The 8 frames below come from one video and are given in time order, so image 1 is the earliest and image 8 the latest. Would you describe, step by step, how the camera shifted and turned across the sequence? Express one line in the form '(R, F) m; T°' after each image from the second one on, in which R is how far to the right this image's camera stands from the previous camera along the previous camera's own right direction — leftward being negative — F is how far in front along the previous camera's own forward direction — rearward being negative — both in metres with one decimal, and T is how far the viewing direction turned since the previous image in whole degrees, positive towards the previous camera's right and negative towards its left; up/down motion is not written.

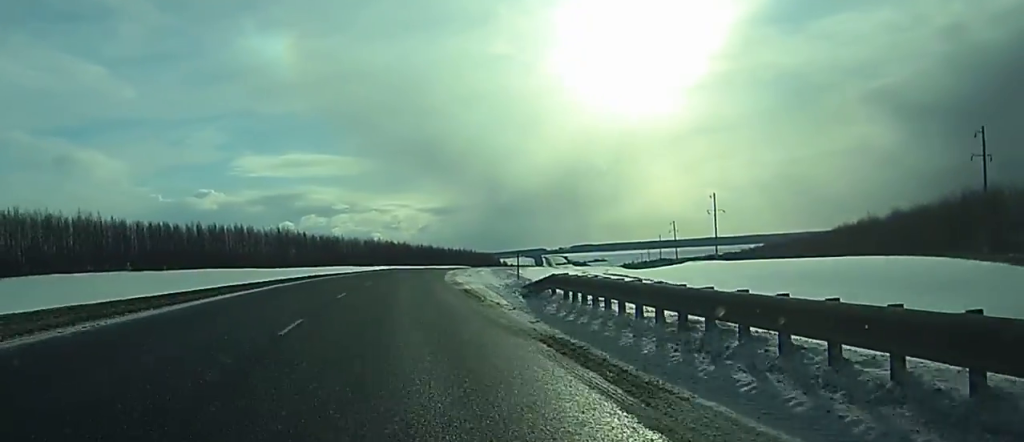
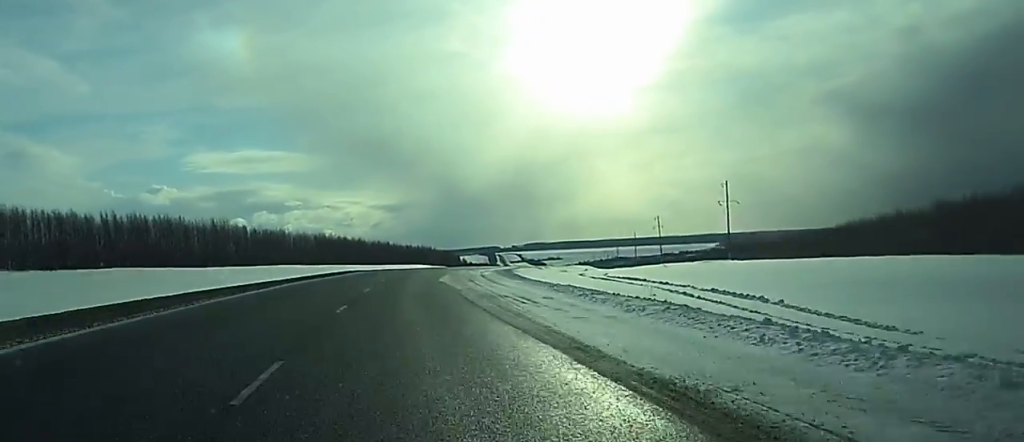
(+0.5, +30.4) m; +2°
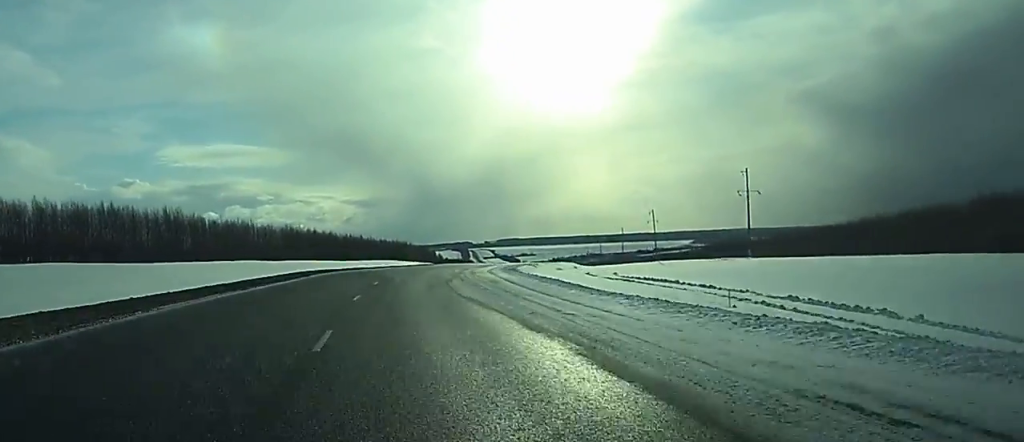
(+0.3, +20.2) m; +3°
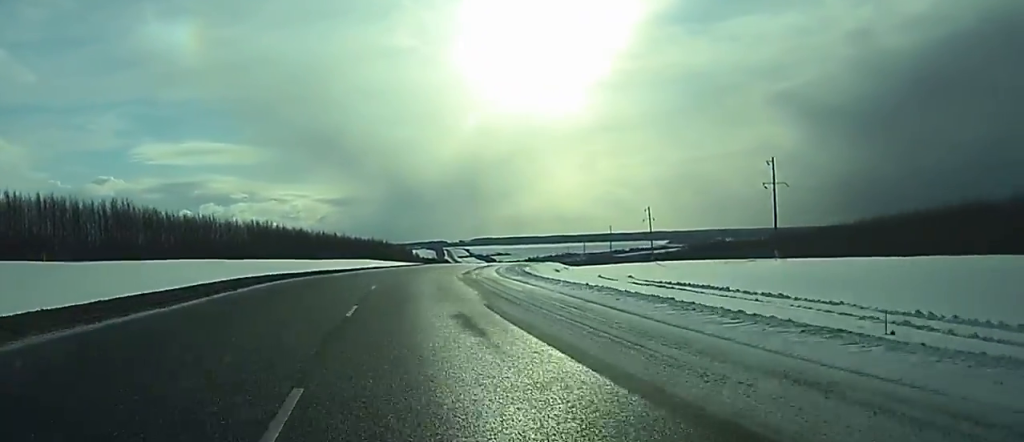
(-0.4, +18.3) m; +6°
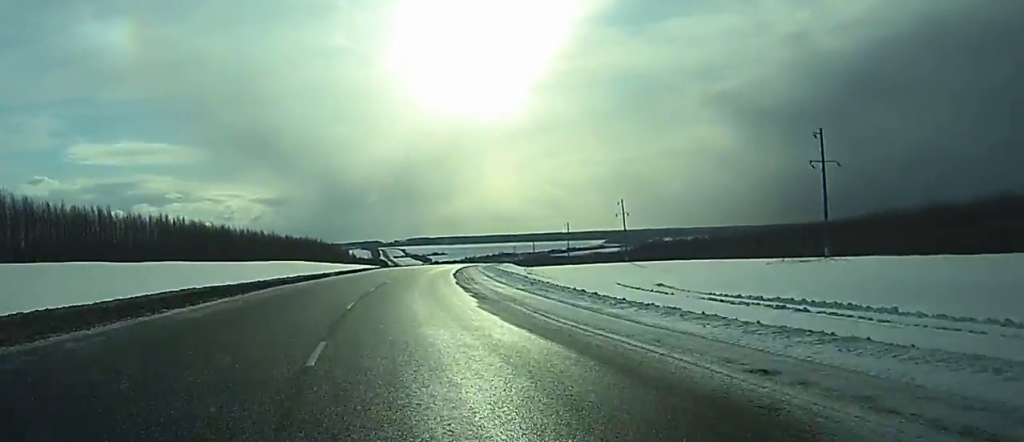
(+4.1, +30.6) m; +8°
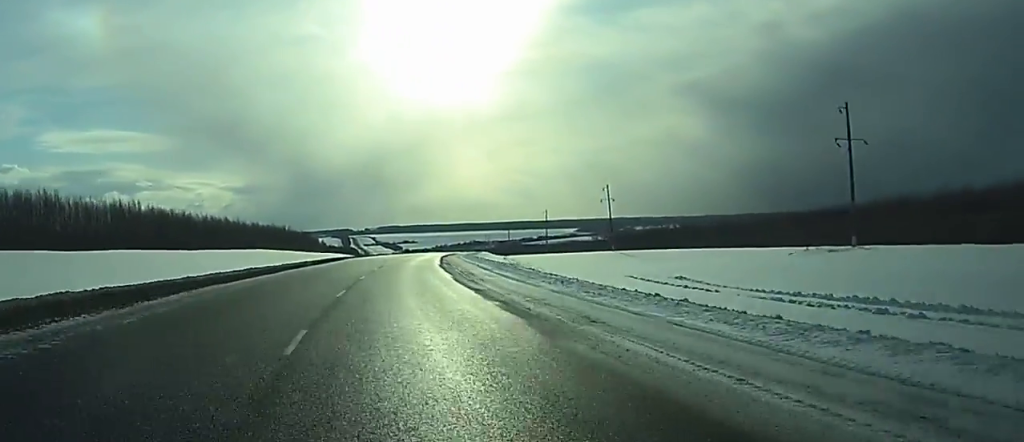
(0.0, +11.7) m; 0°
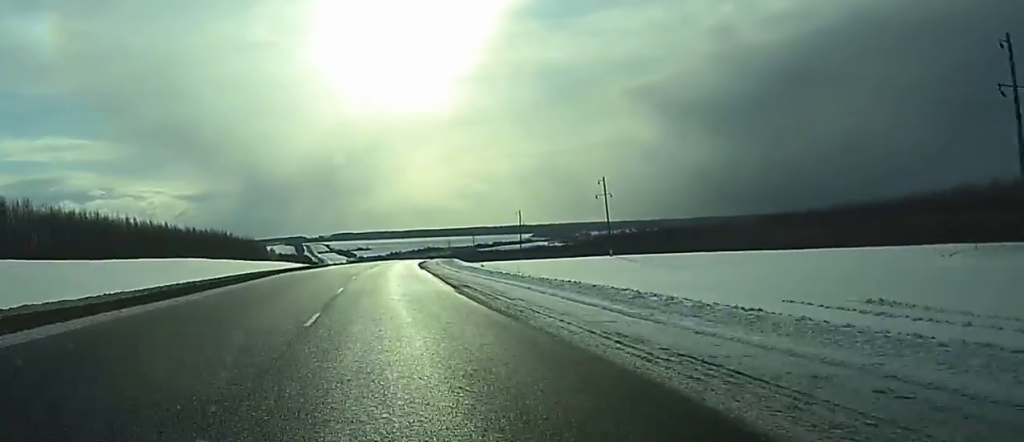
(0.0, +31.5) m; 0°
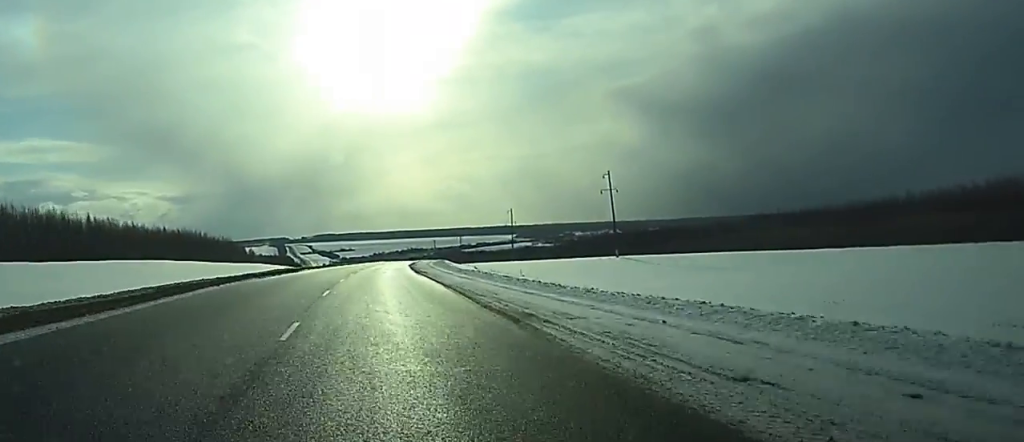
(0.0, +14.3) m; 0°
